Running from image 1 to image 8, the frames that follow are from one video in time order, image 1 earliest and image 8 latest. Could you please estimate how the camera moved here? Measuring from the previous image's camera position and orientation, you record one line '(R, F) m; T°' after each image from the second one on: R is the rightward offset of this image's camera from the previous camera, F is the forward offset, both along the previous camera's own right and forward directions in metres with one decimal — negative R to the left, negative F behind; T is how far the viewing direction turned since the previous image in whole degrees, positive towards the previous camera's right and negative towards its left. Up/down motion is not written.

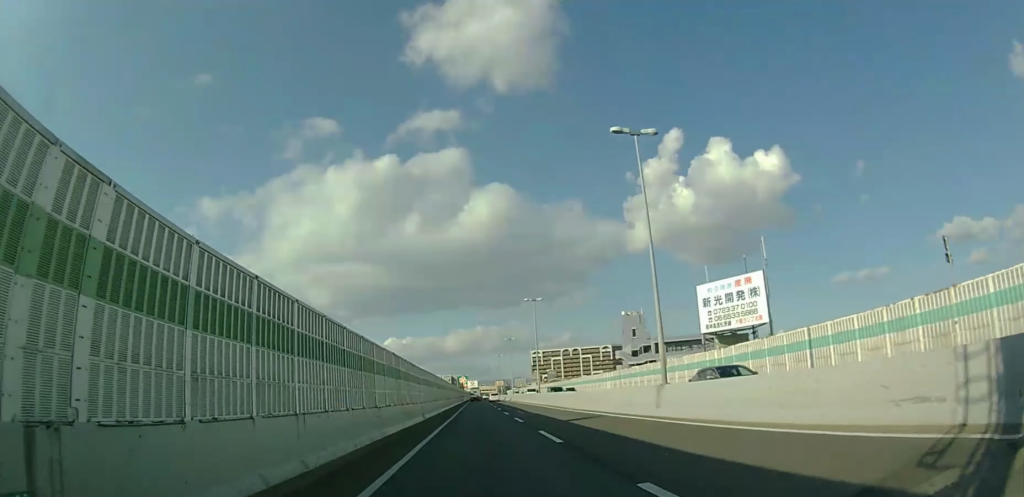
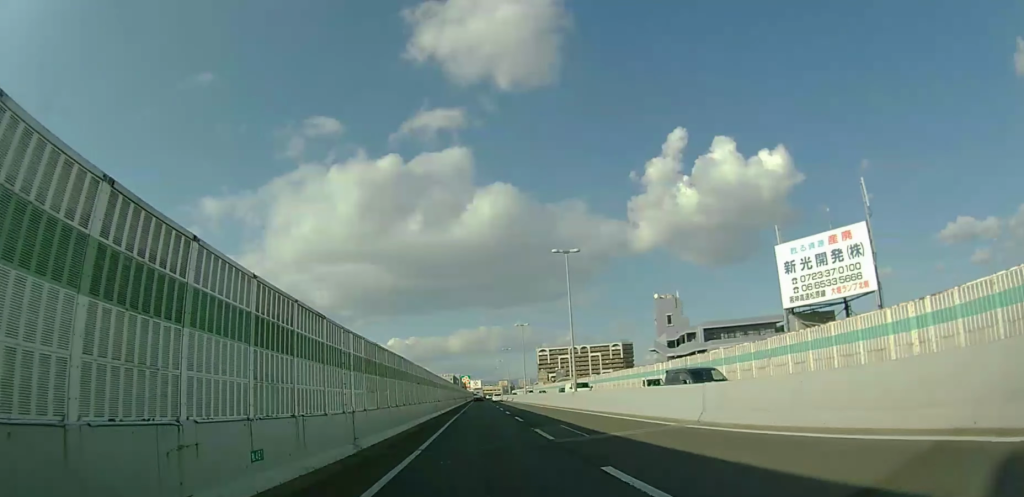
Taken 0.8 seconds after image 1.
(-0.1, +18.0) m; 0°
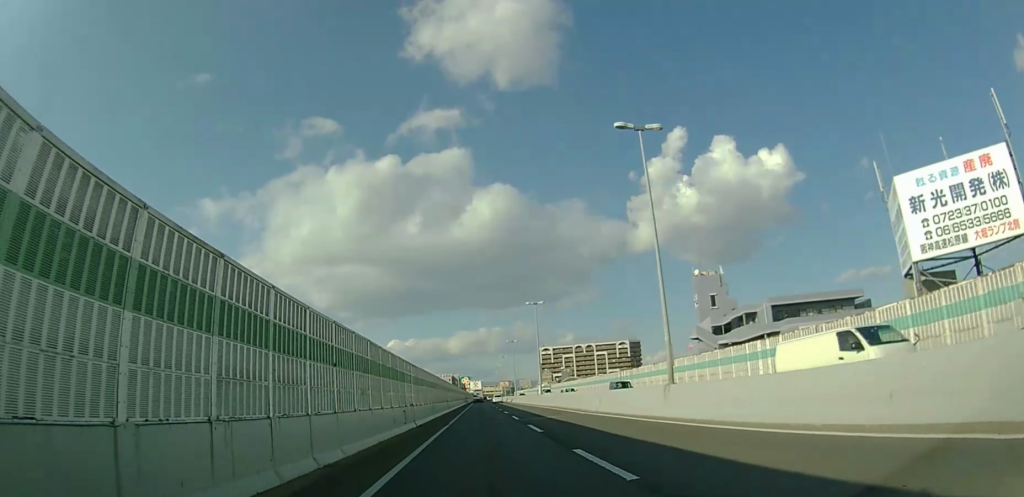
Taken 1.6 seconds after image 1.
(0.0, +17.1) m; 0°
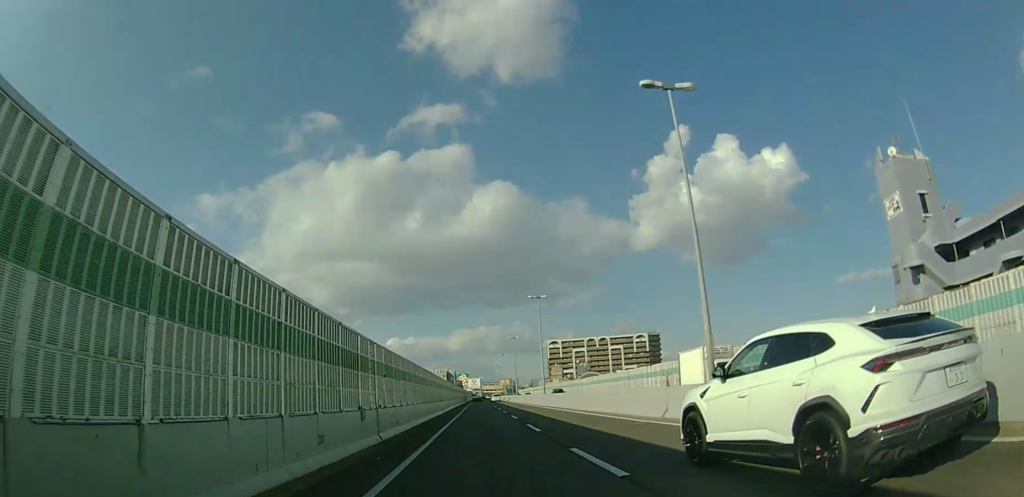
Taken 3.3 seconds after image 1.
(+0.2, +39.8) m; 0°
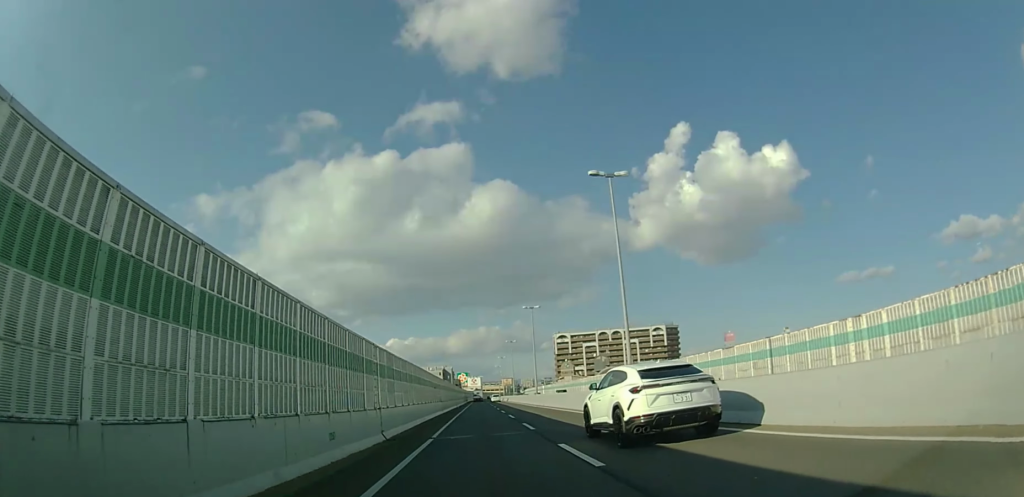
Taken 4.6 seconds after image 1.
(-0.3, +28.6) m; -1°
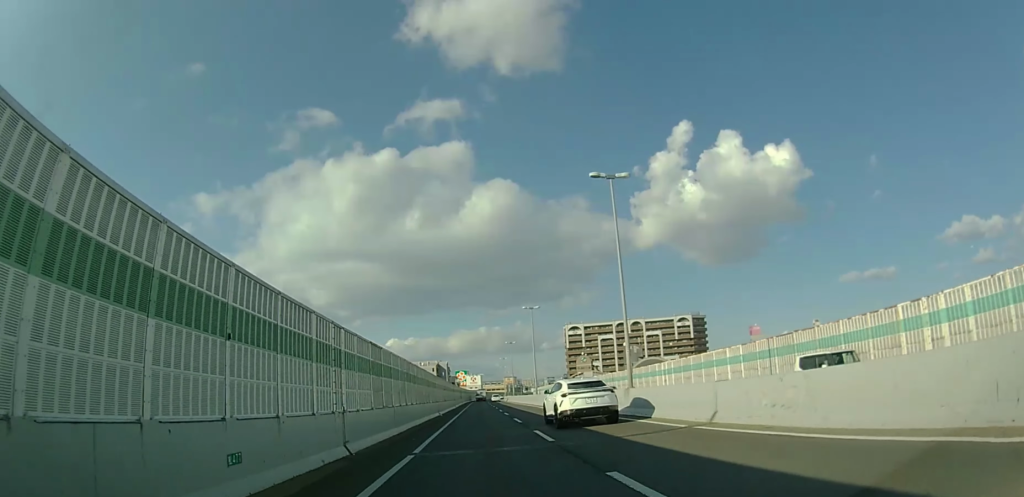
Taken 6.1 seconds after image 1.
(0.0, +34.9) m; -1°
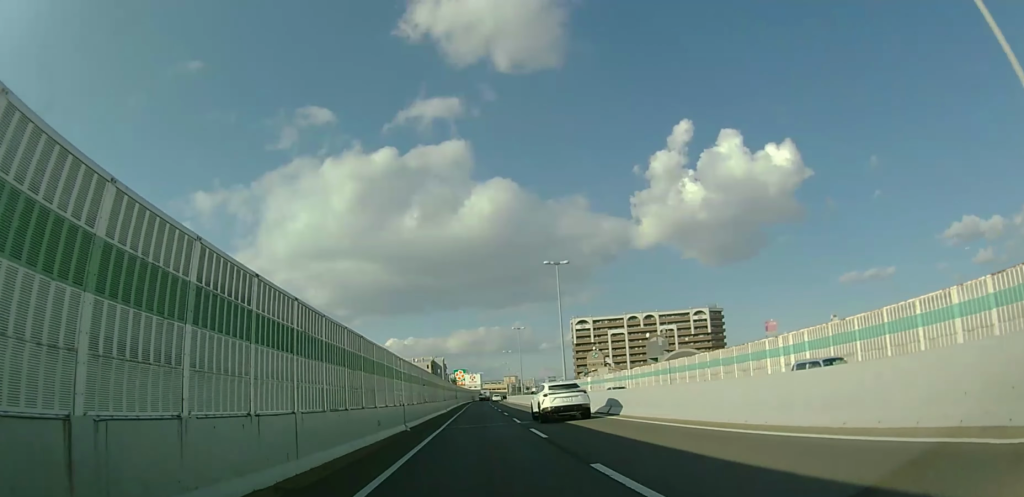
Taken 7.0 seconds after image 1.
(-0.1, +19.7) m; 0°
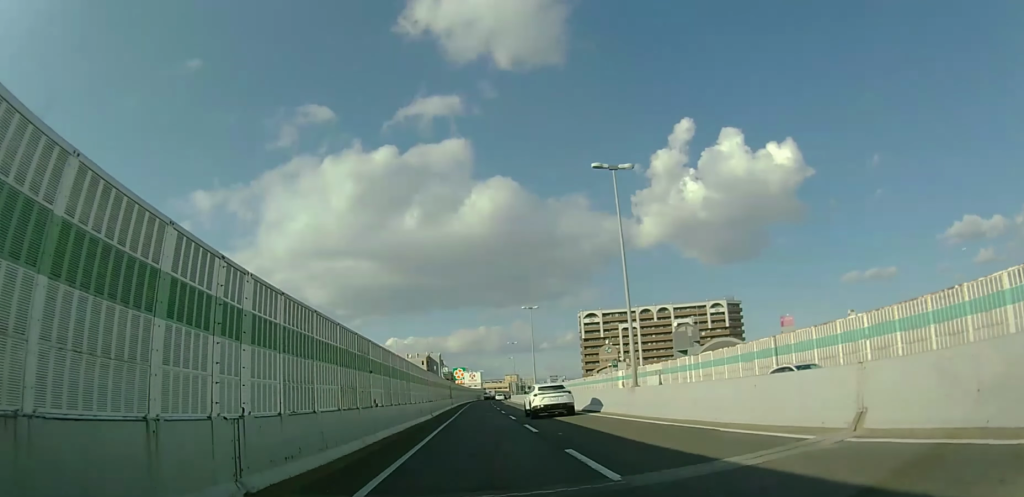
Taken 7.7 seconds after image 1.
(0.0, +16.7) m; 0°
